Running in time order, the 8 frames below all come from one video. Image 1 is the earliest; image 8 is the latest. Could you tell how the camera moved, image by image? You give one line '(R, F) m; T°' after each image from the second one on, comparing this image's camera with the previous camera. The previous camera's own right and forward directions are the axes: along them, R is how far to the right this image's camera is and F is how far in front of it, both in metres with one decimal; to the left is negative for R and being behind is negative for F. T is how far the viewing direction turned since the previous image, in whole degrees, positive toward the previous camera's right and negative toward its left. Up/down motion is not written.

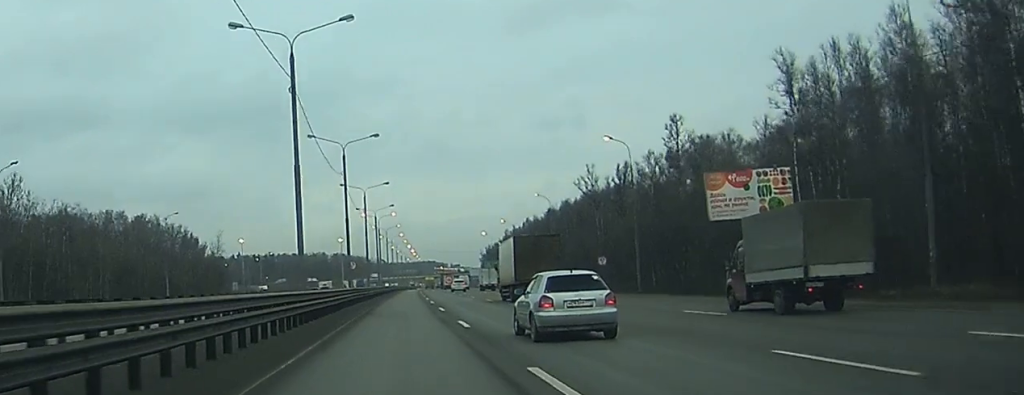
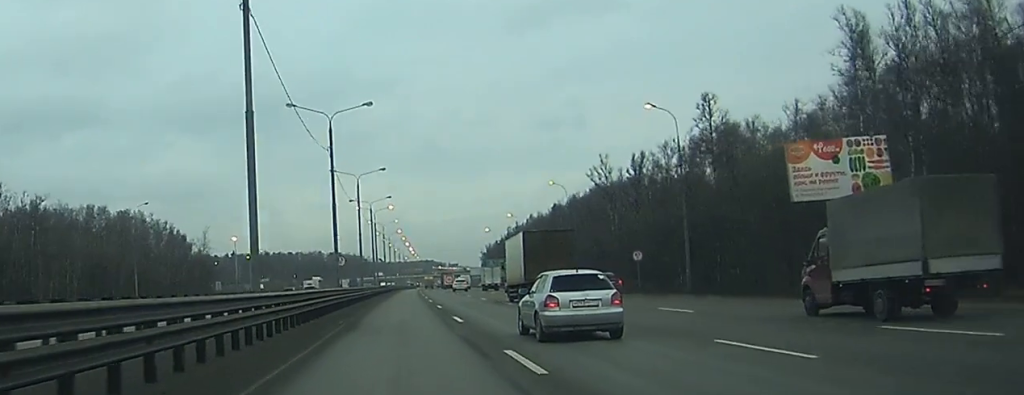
(0.0, +11.9) m; 0°
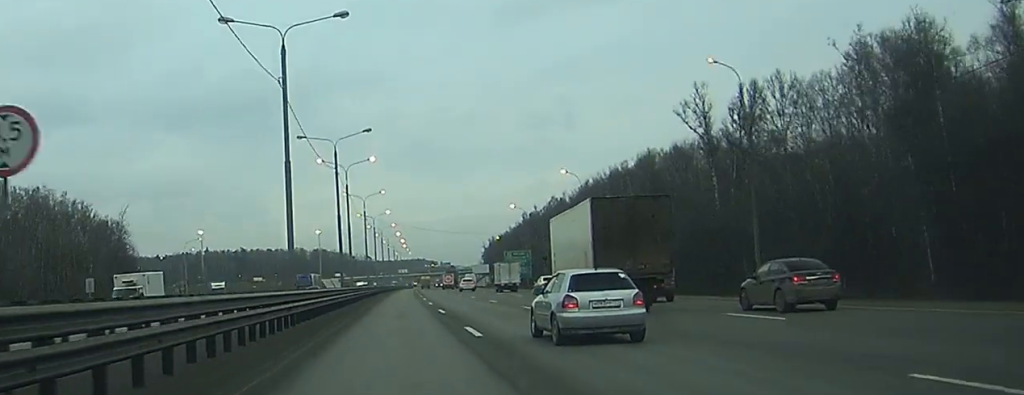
(+0.3, +49.8) m; +1°
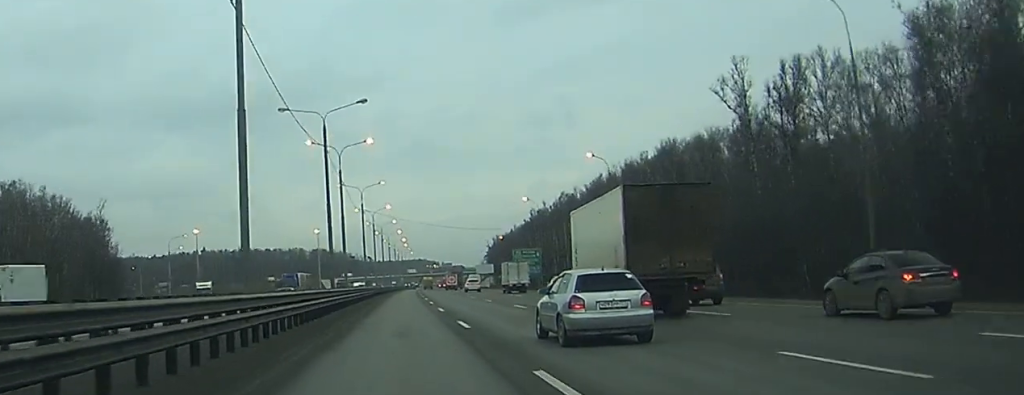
(0.0, +11.9) m; 0°
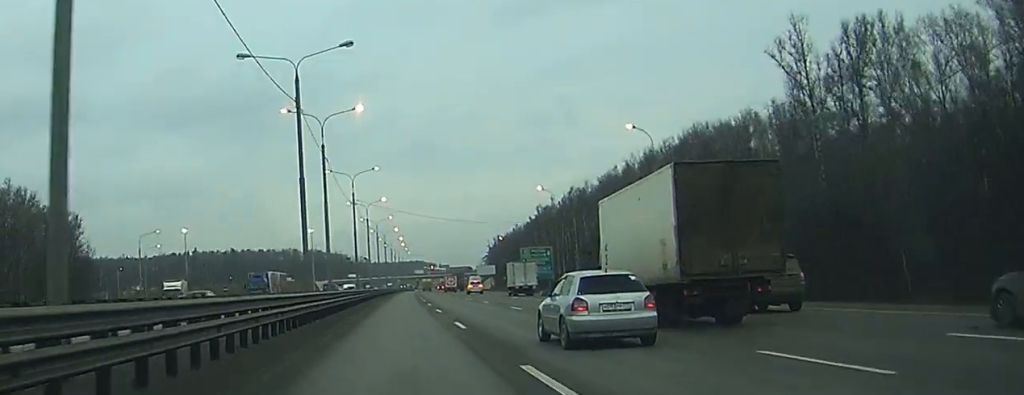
(0.0, +16.4) m; 0°
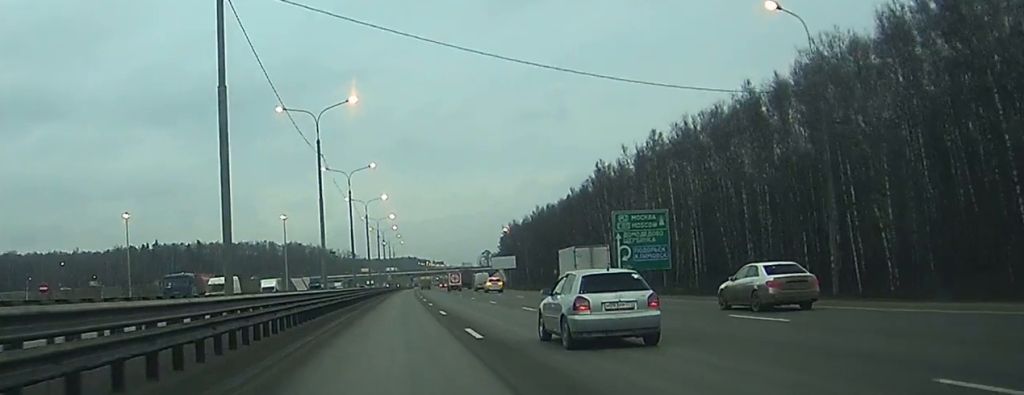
(+0.1, +75.3) m; +1°
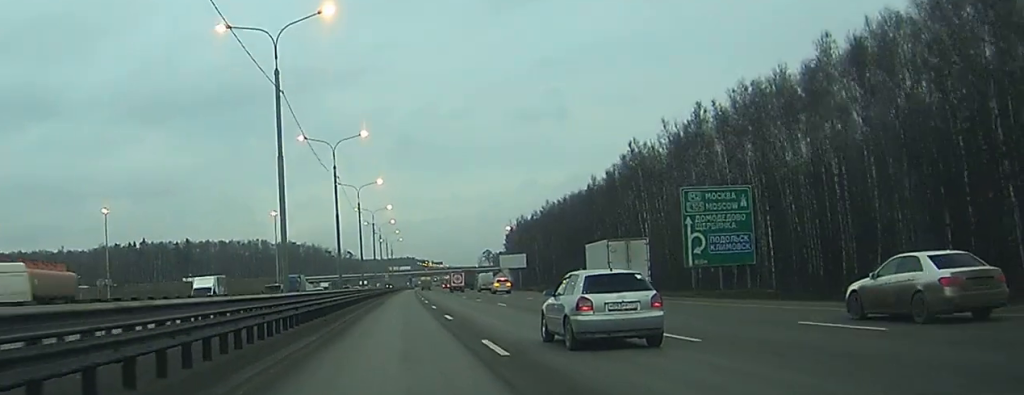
(+0.2, +21.7) m; +1°
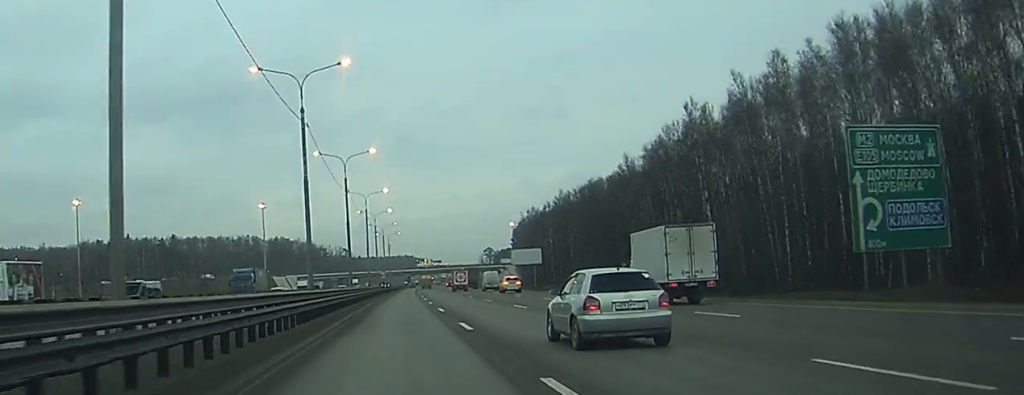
(+0.2, +24.4) m; 0°
